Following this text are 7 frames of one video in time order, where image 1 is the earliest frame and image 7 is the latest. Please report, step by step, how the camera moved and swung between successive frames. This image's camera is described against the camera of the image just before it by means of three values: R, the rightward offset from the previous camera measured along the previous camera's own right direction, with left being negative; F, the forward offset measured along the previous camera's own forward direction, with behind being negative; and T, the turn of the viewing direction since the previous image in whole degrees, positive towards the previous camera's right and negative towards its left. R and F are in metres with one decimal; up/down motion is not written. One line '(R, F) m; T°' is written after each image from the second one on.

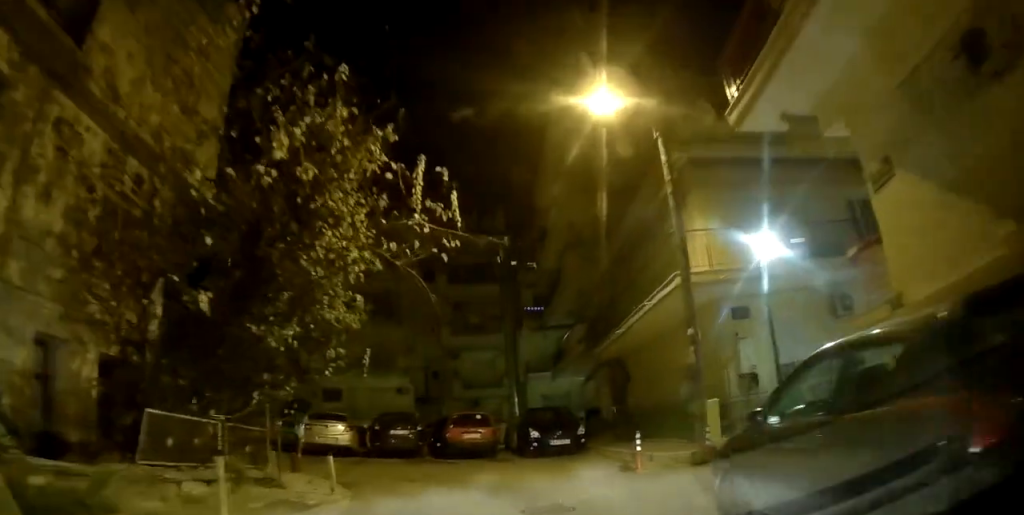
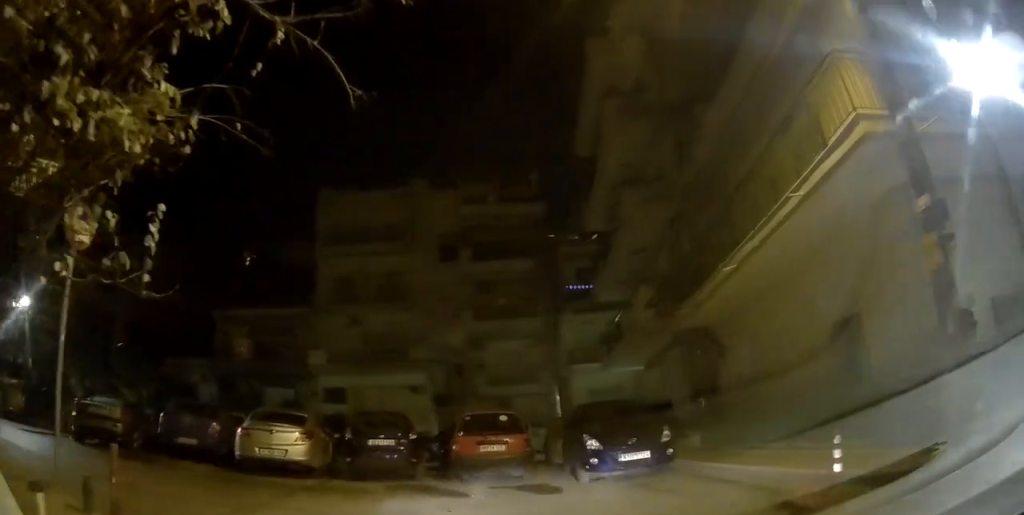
(+0.3, +6.4) m; -6°
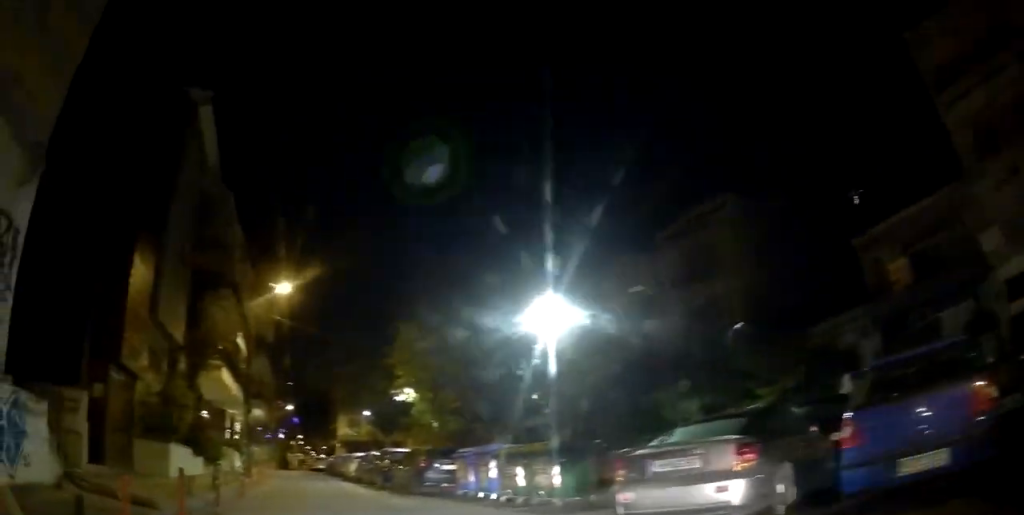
(-2.7, +8.9) m; -42°
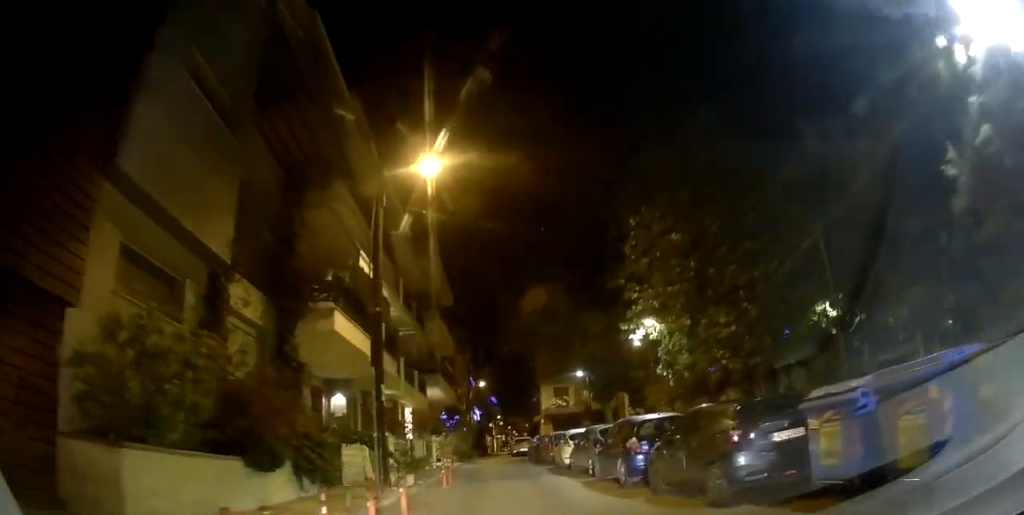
(-3.5, +6.6) m; -35°
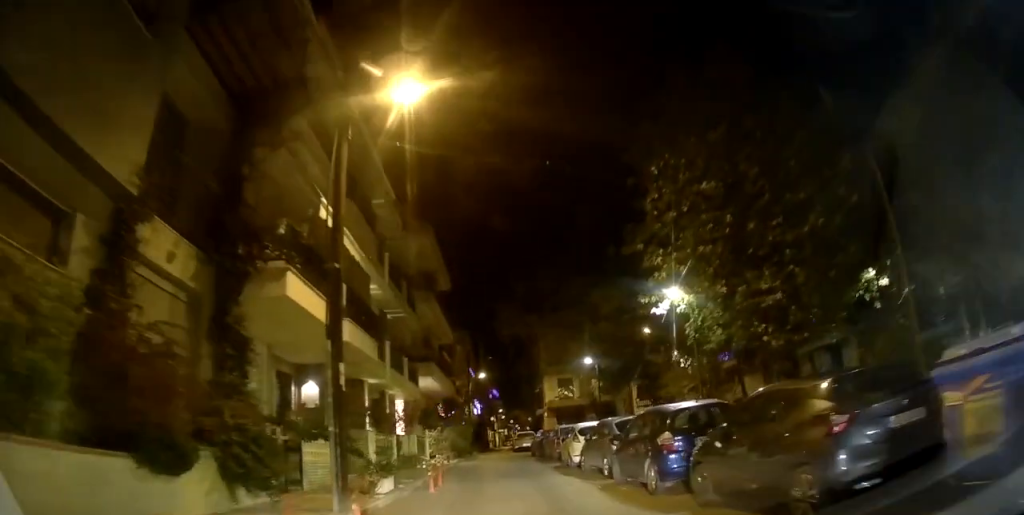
(+0.2, +2.4) m; 0°
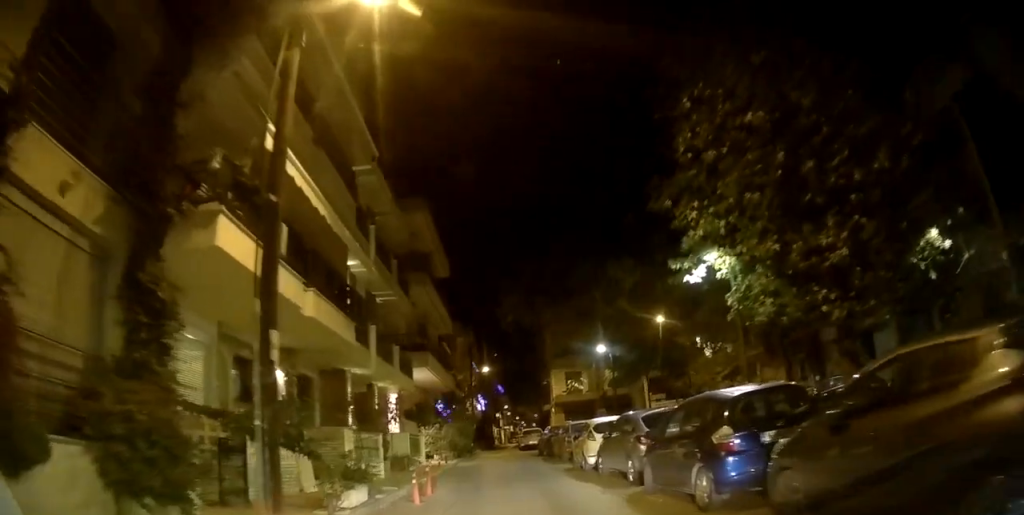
(+0.1, +2.3) m; 0°
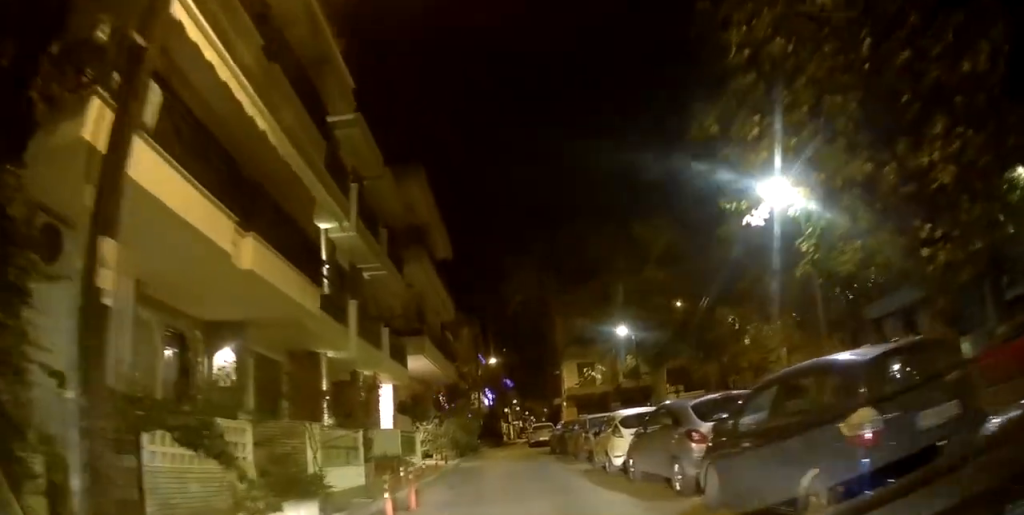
(-0.2, +2.7) m; -1°
